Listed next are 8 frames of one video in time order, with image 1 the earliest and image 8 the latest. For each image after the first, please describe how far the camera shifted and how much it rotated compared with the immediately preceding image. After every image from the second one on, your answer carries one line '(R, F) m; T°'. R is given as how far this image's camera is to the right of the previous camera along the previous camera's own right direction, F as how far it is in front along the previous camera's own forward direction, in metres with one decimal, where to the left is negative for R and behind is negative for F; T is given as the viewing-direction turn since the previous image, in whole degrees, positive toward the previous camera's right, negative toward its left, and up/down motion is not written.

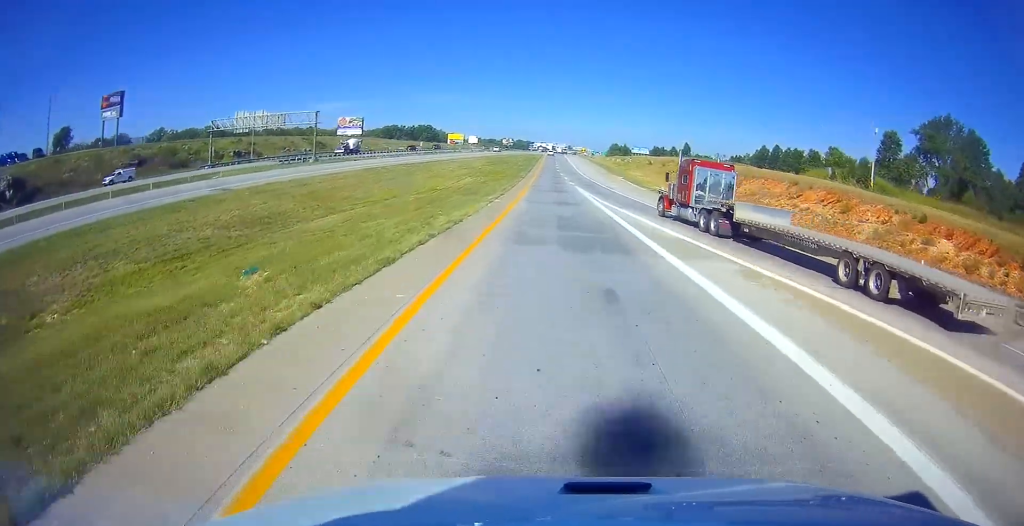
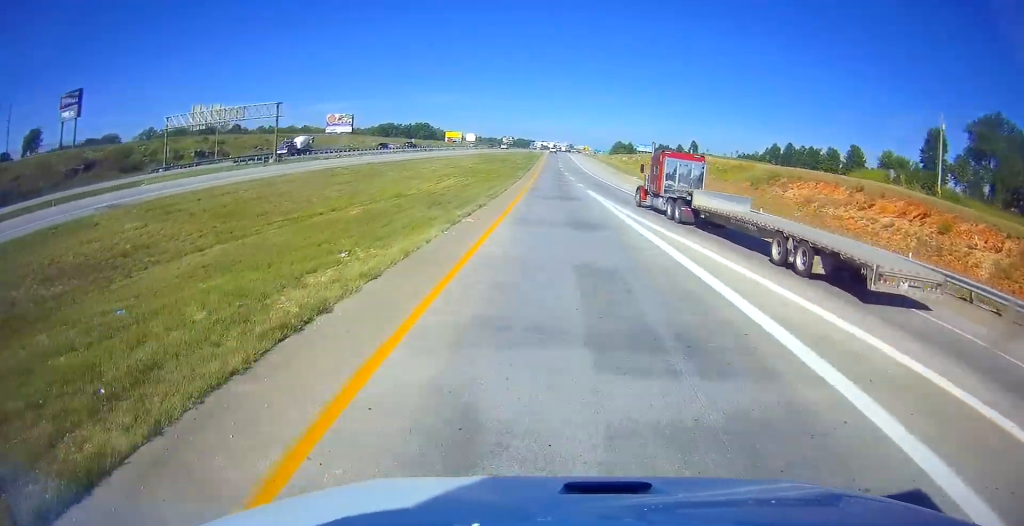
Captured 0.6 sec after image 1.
(+0.1, +14.8) m; 0°
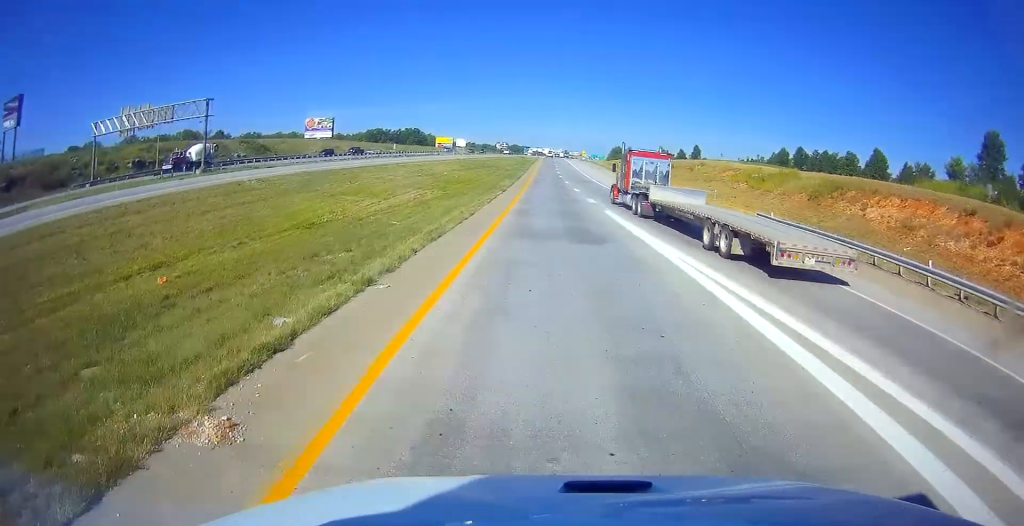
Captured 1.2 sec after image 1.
(0.0, +17.4) m; 0°
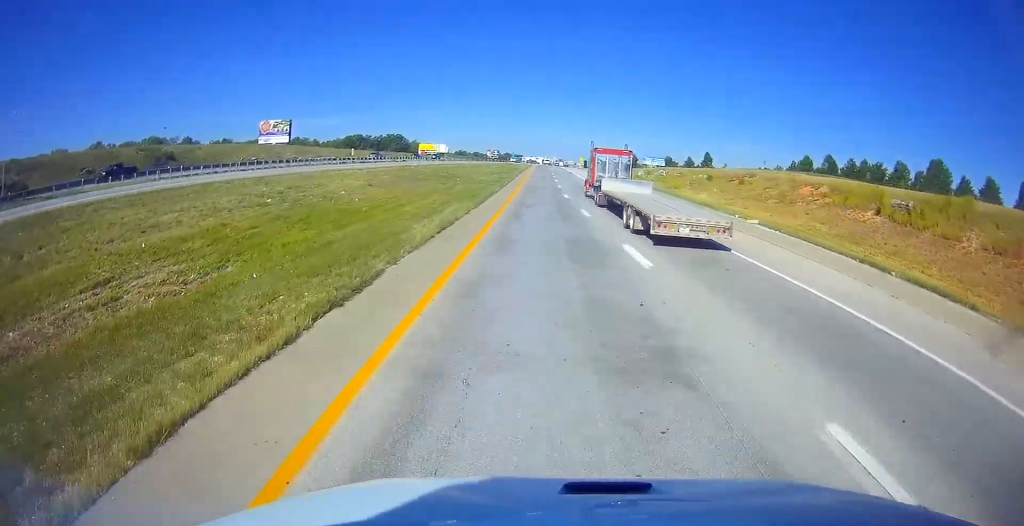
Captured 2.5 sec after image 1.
(+0.1, +34.3) m; 0°
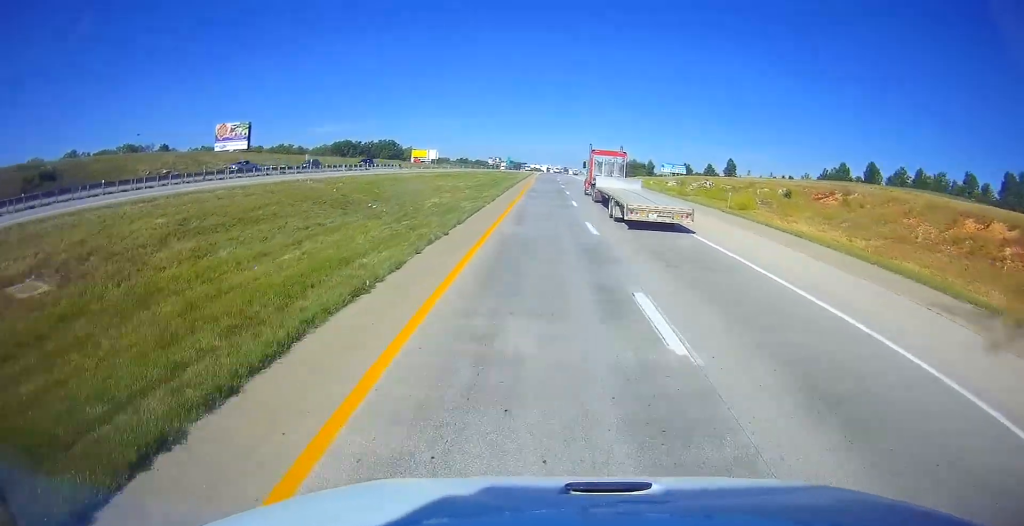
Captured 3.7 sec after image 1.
(0.0, +31.0) m; 0°
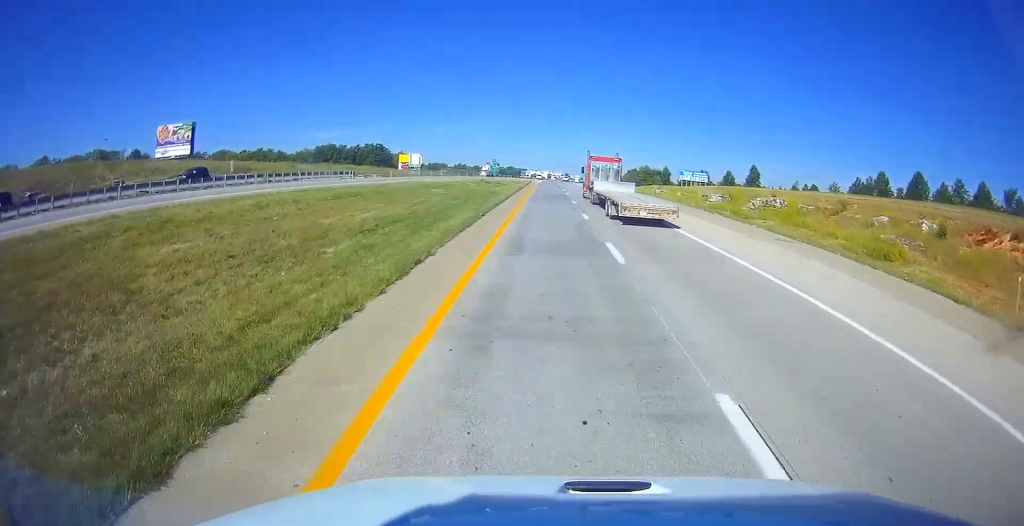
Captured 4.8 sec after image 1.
(-0.1, +29.2) m; 0°
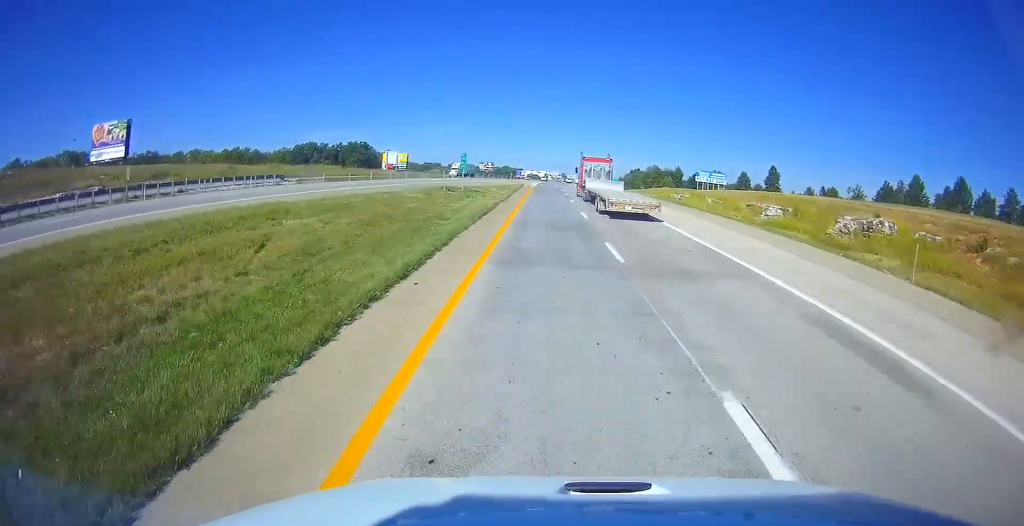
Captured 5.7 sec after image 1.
(+0.1, +24.0) m; 0°
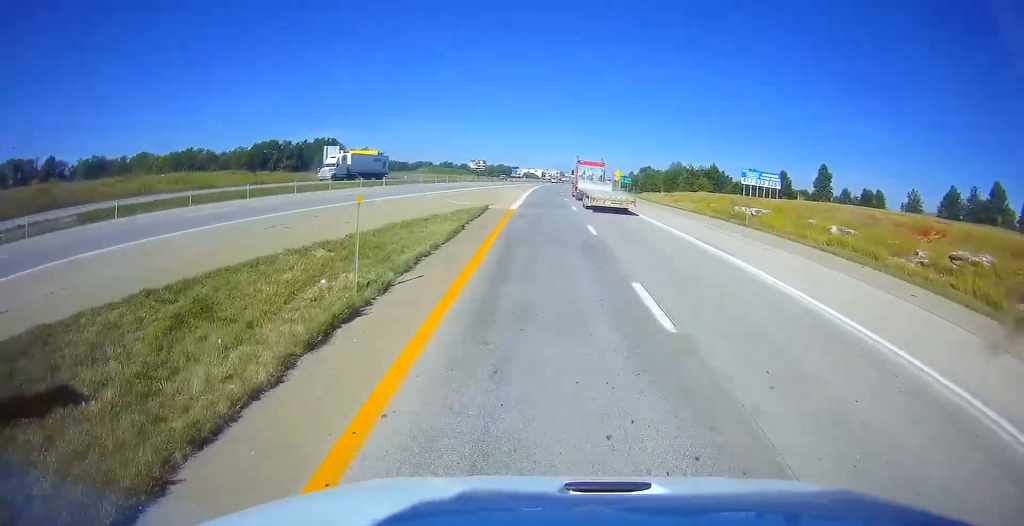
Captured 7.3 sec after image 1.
(0.0, +42.8) m; 0°
